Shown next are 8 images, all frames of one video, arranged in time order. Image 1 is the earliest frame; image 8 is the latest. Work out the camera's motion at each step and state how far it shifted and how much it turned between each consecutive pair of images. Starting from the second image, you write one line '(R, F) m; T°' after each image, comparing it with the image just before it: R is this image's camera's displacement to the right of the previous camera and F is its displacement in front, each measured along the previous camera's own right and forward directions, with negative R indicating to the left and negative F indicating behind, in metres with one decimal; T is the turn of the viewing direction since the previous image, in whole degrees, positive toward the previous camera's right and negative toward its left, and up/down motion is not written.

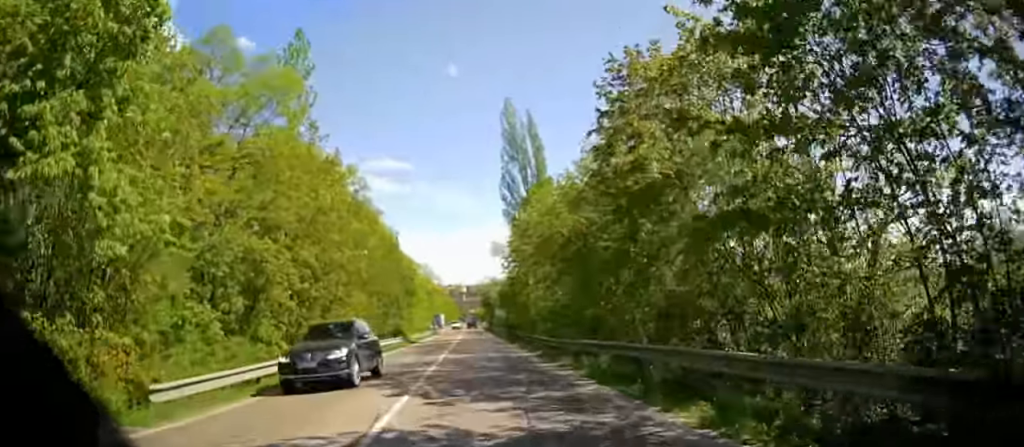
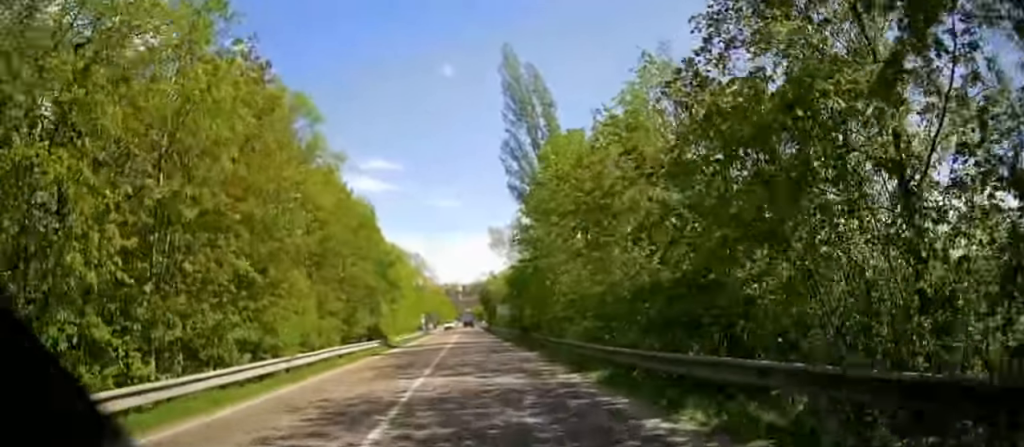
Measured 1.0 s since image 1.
(0.0, +11.8) m; 0°
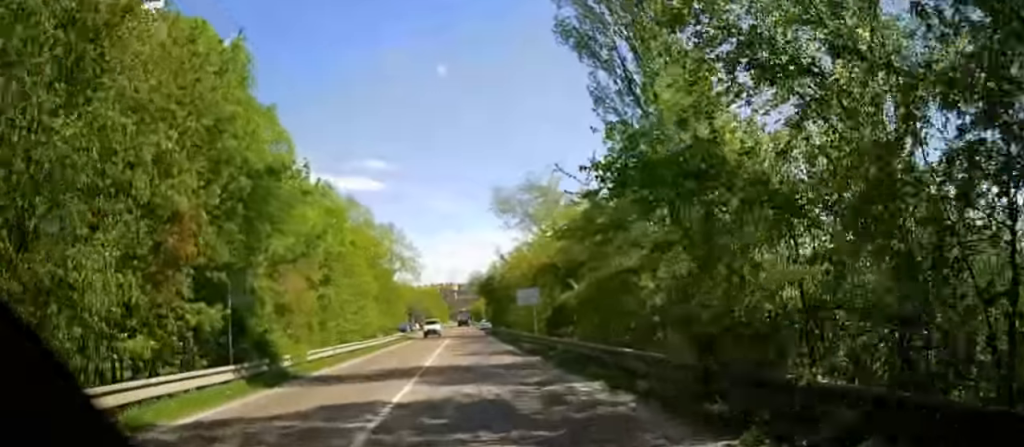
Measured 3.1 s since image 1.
(+0.2, +25.0) m; +1°
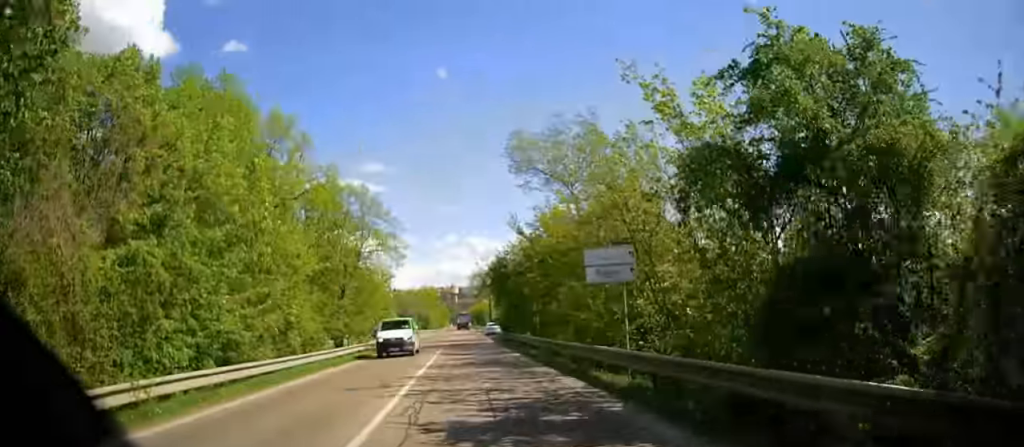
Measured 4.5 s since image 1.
(0.0, +17.8) m; 0°
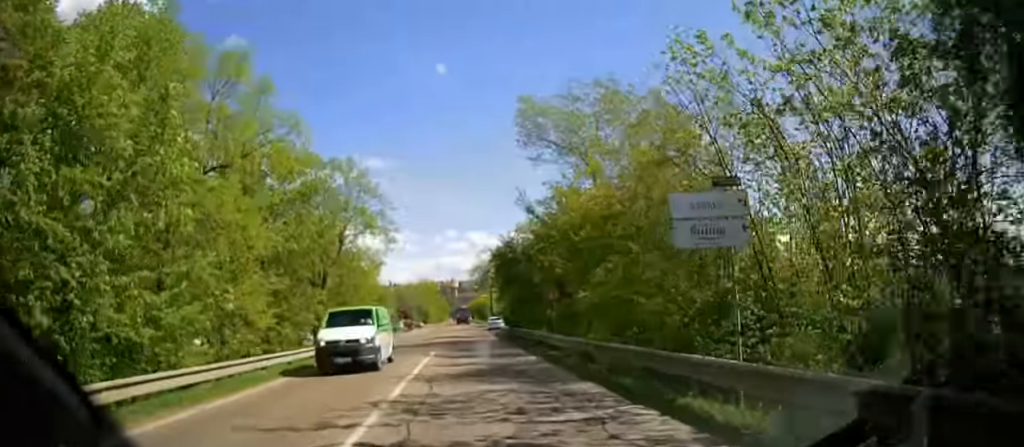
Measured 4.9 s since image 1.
(0.0, +6.0) m; 0°
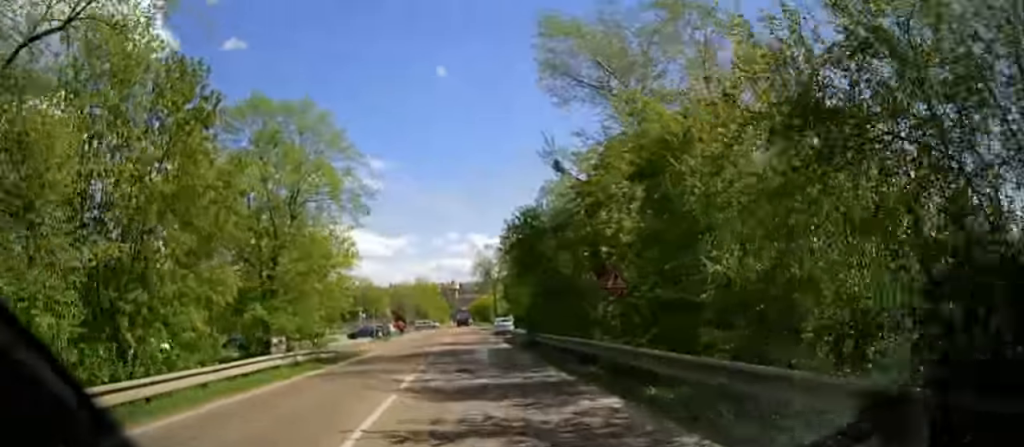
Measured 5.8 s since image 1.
(0.0, +10.7) m; 0°
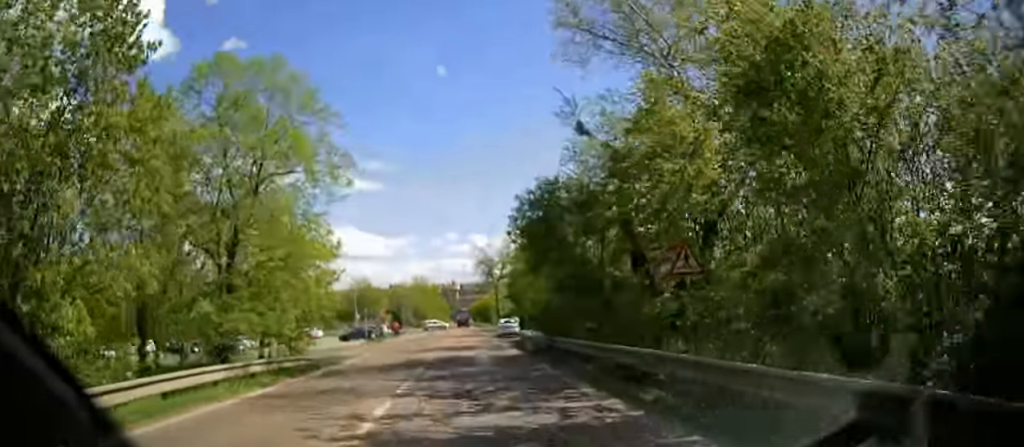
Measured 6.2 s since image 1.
(0.0, +5.1) m; 0°
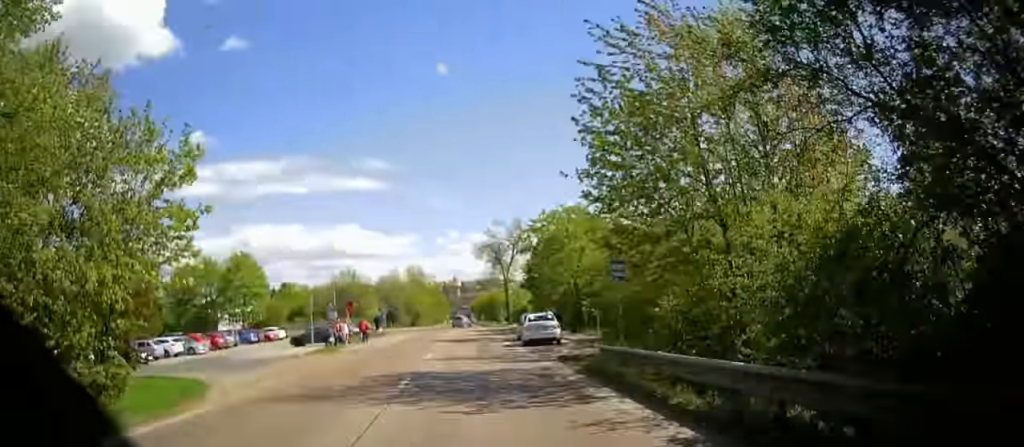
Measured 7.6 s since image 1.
(0.0, +18.7) m; 0°
